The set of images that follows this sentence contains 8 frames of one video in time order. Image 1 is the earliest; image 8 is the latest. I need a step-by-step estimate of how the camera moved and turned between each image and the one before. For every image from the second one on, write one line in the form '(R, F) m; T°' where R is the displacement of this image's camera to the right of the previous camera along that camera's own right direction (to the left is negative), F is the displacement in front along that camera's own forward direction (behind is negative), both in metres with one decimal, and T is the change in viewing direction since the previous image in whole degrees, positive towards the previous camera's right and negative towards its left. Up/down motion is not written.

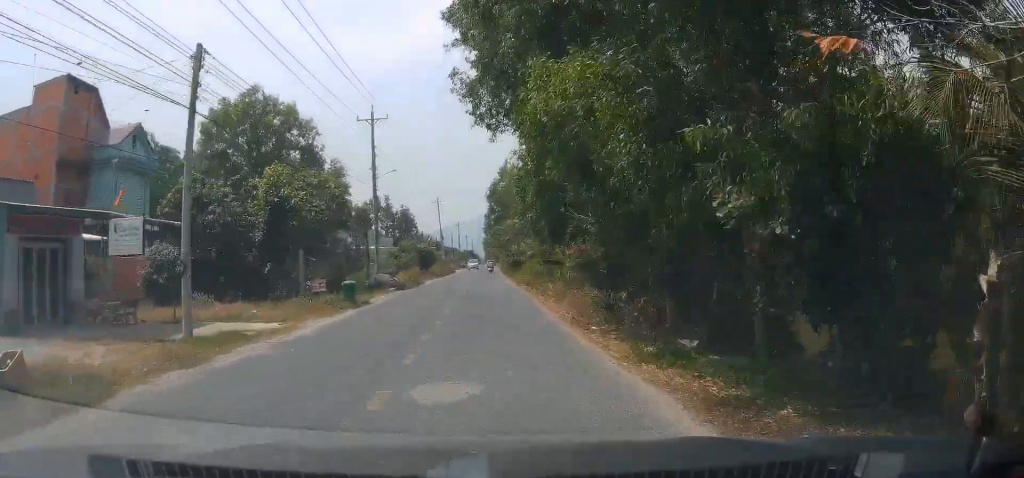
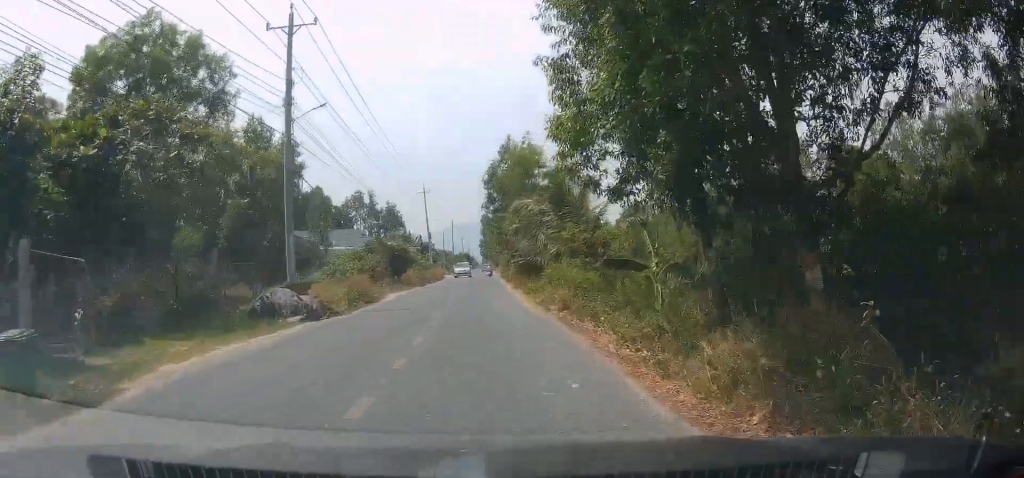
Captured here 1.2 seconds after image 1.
(0.0, +18.2) m; 0°
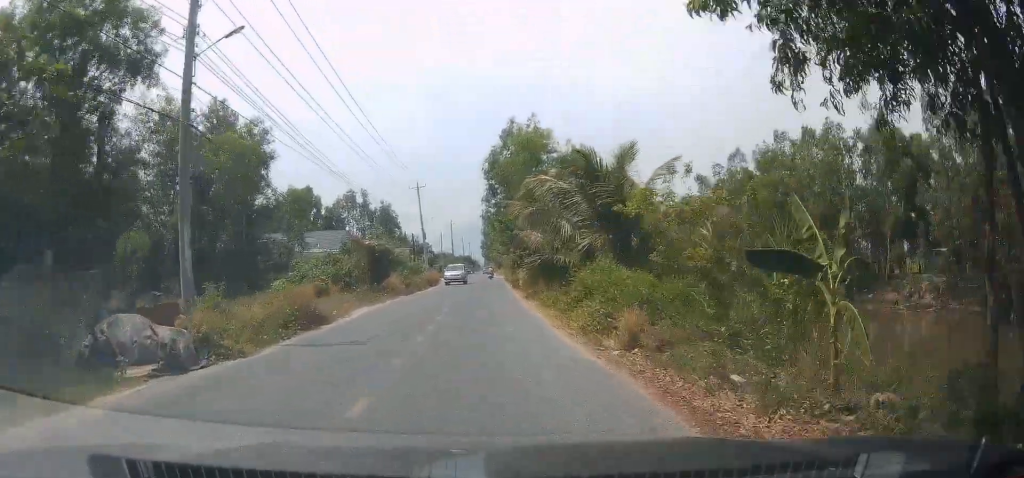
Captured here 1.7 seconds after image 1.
(0.0, +9.0) m; 0°
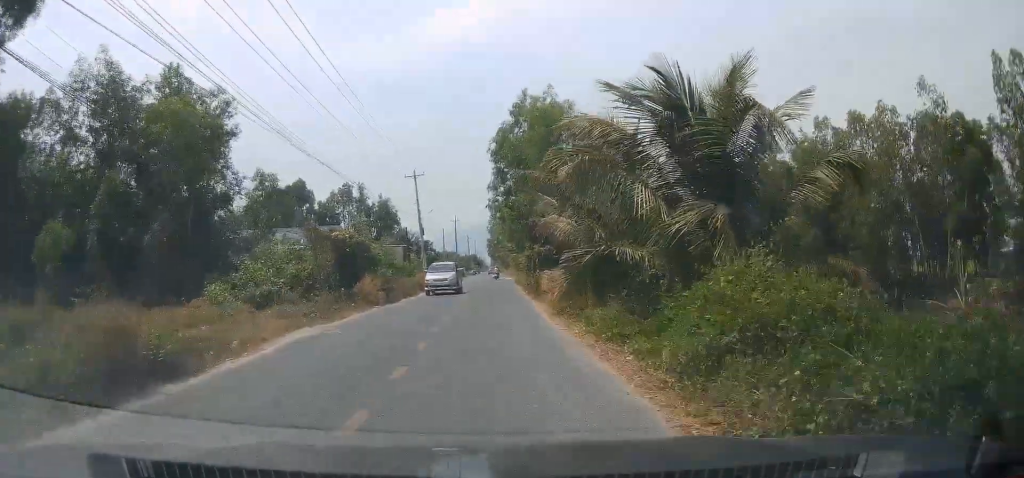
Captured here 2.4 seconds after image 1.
(0.0, +10.0) m; 0°
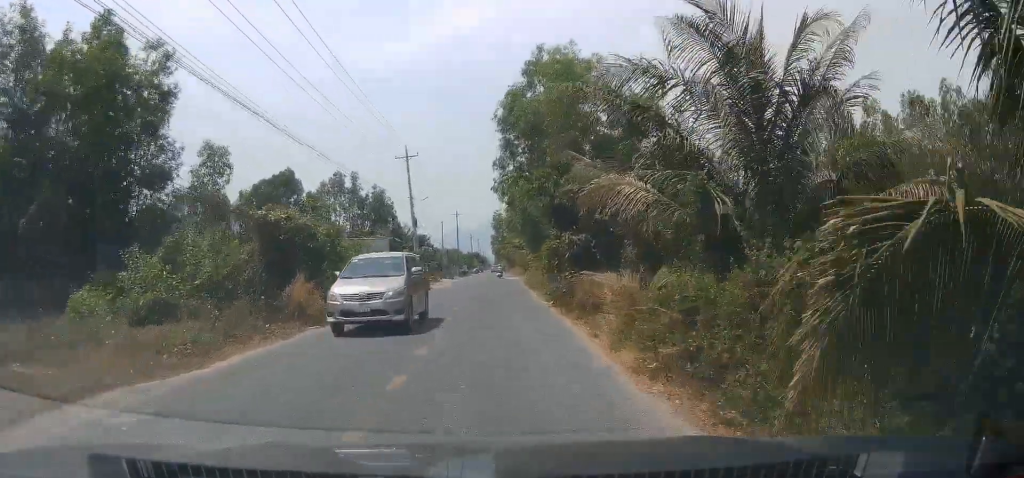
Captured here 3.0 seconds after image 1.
(0.0, +10.6) m; 0°
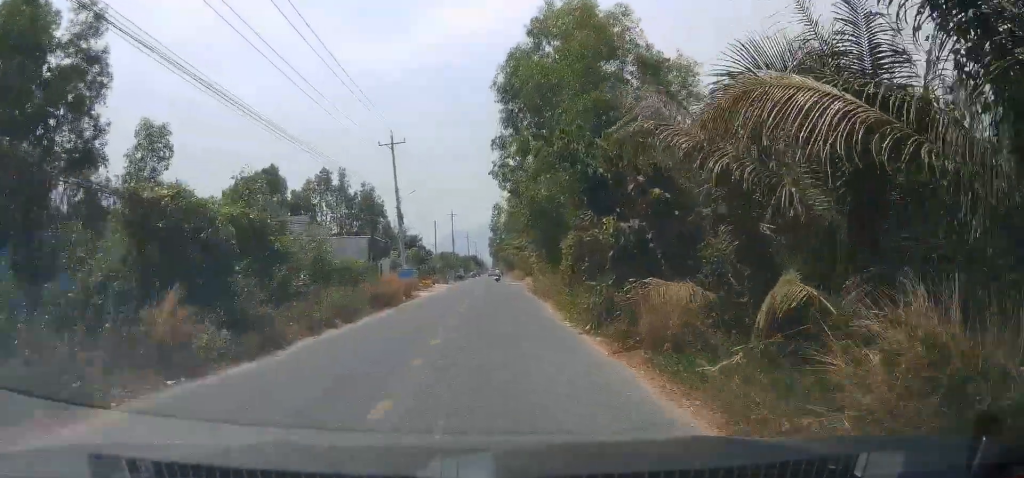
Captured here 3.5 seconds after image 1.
(0.0, +7.9) m; 0°
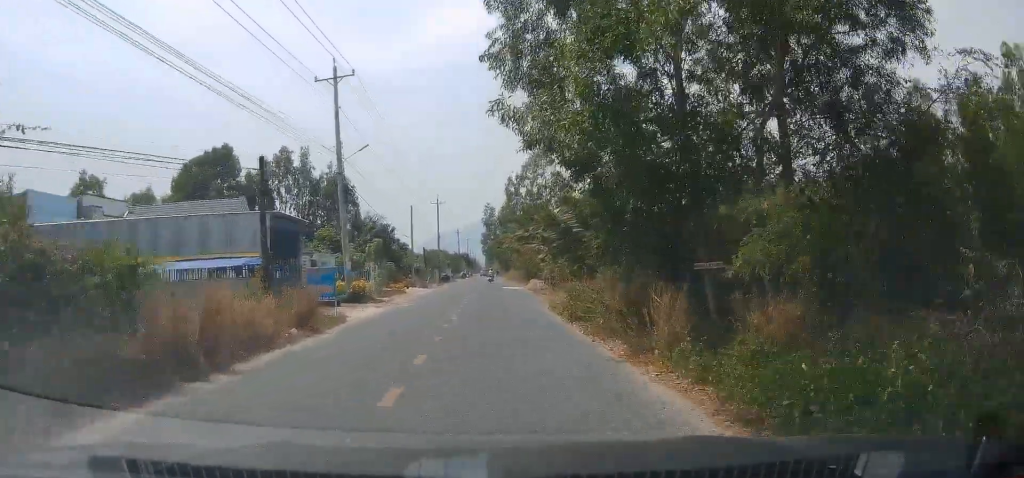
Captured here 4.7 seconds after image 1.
(0.0, +17.8) m; 0°
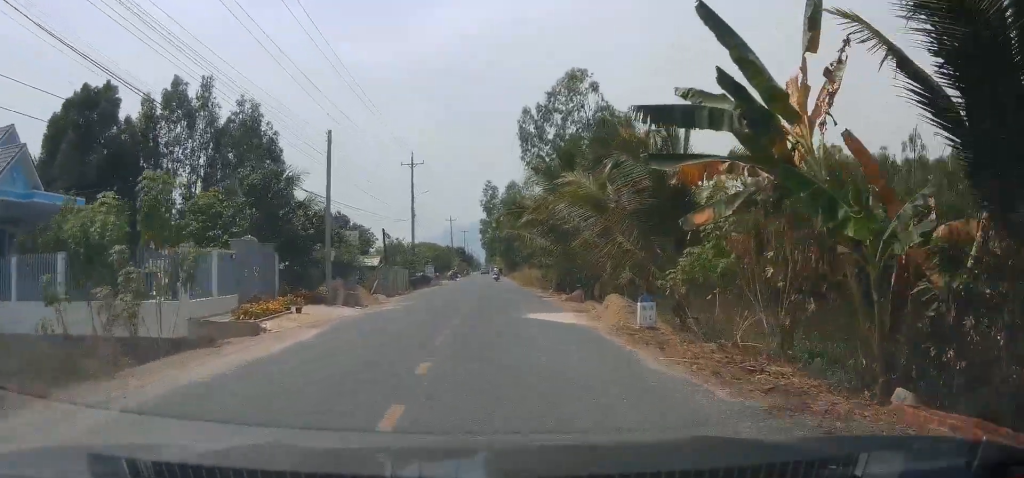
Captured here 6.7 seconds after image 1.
(-0.1, +30.8) m; 0°
